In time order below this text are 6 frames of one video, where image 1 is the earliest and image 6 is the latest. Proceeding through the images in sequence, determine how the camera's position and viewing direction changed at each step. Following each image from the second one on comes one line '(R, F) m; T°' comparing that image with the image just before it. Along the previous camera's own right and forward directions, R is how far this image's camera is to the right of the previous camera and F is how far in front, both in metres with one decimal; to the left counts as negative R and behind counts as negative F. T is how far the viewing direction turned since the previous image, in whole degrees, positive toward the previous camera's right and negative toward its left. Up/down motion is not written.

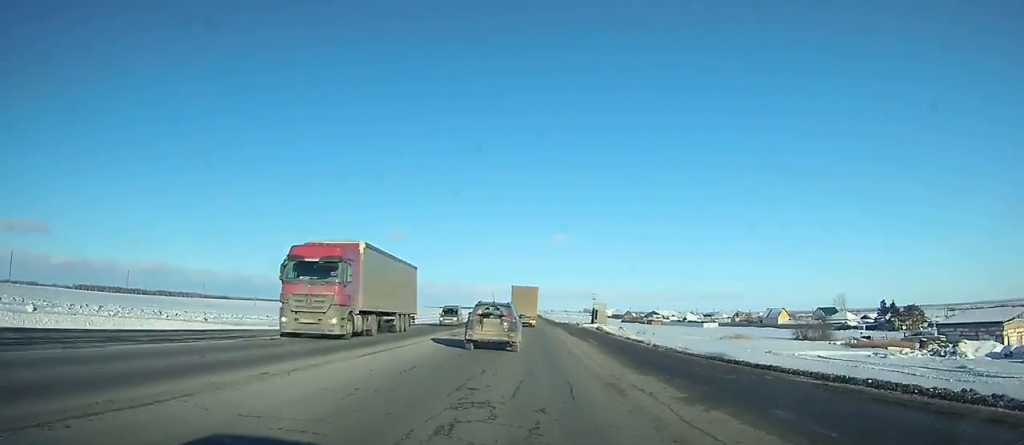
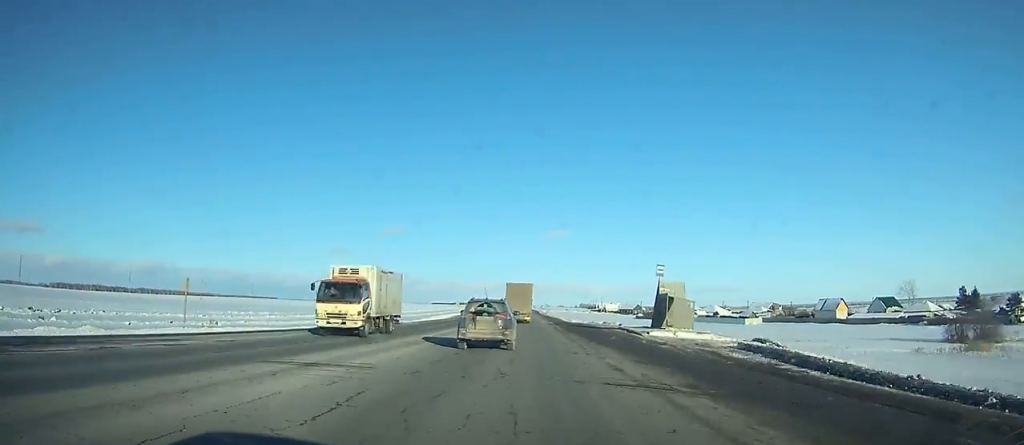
(0.0, +50.9) m; 0°
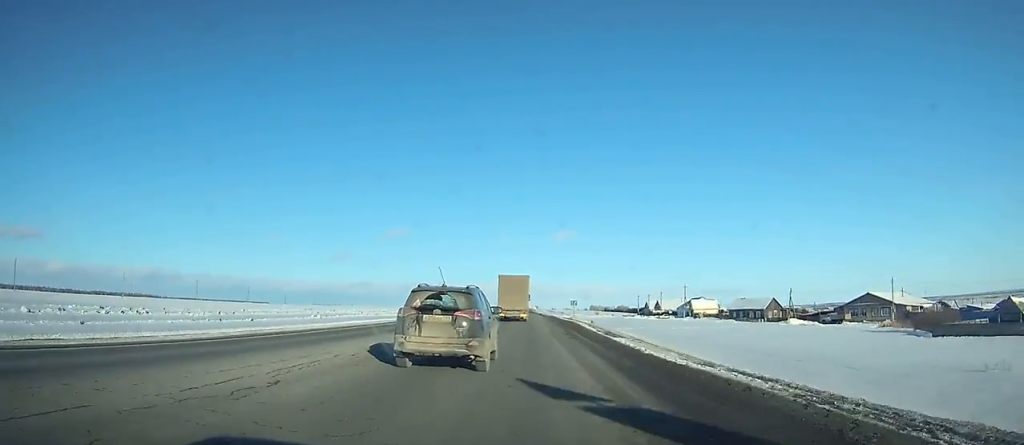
(+0.8, +167.2) m; 0°
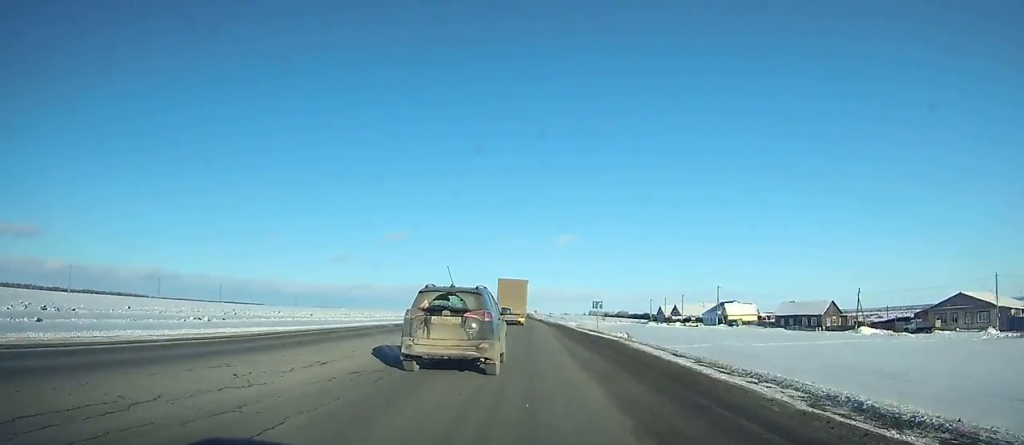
(-0.1, +30.1) m; 0°
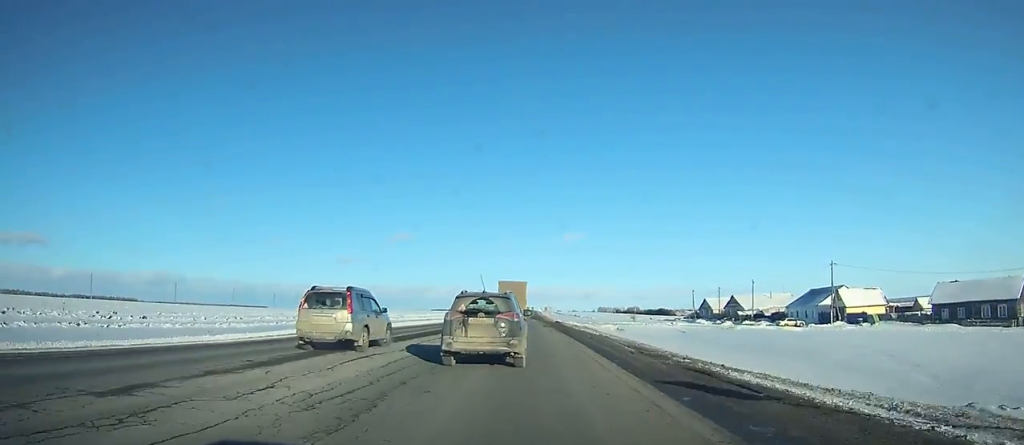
(-0.1, +50.7) m; 0°
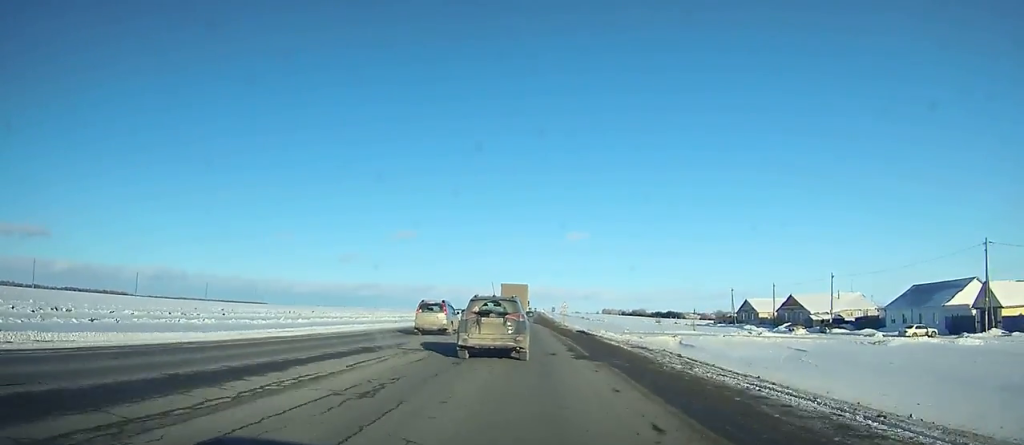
(0.0, +32.6) m; 0°
